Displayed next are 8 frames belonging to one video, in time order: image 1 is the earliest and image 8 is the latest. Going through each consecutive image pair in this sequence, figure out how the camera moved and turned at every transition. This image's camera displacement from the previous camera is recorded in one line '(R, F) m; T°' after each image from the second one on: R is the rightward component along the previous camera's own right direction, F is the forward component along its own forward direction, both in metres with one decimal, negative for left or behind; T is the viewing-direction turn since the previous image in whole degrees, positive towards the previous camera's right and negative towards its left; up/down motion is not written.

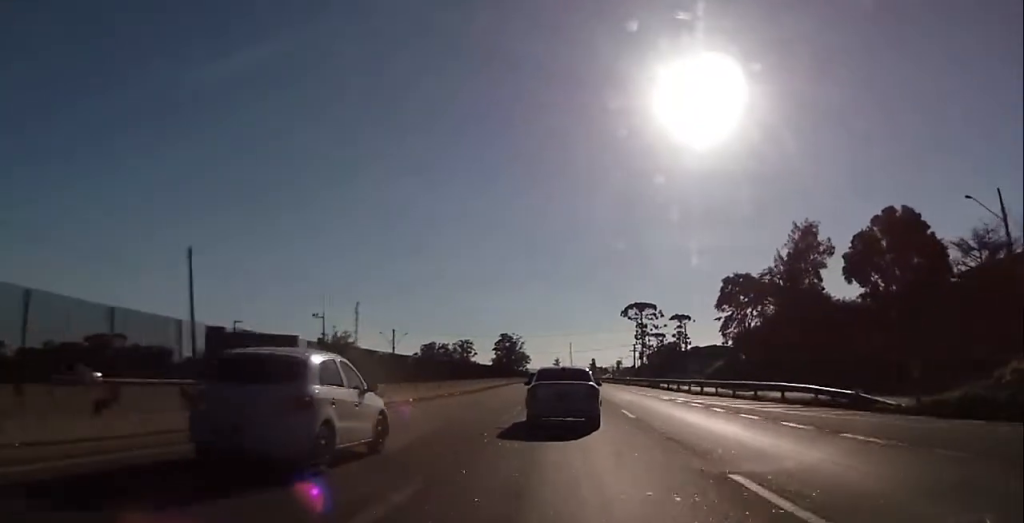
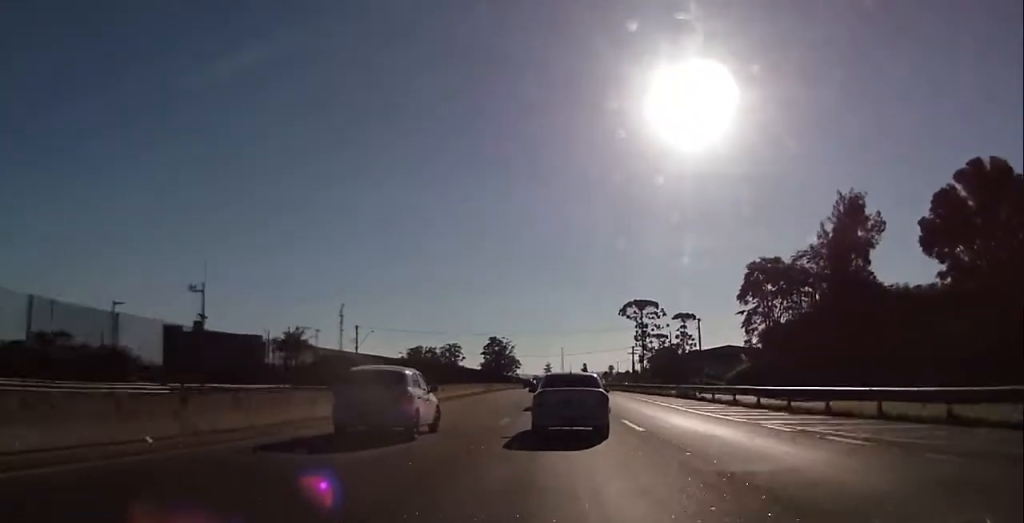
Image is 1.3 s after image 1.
(0.0, +19.6) m; 0°
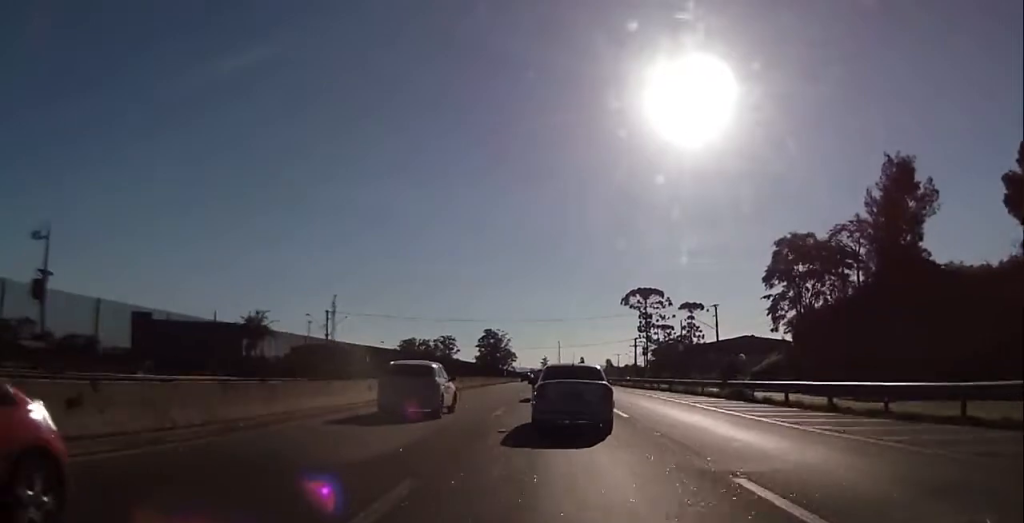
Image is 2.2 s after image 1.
(0.0, +13.5) m; 0°
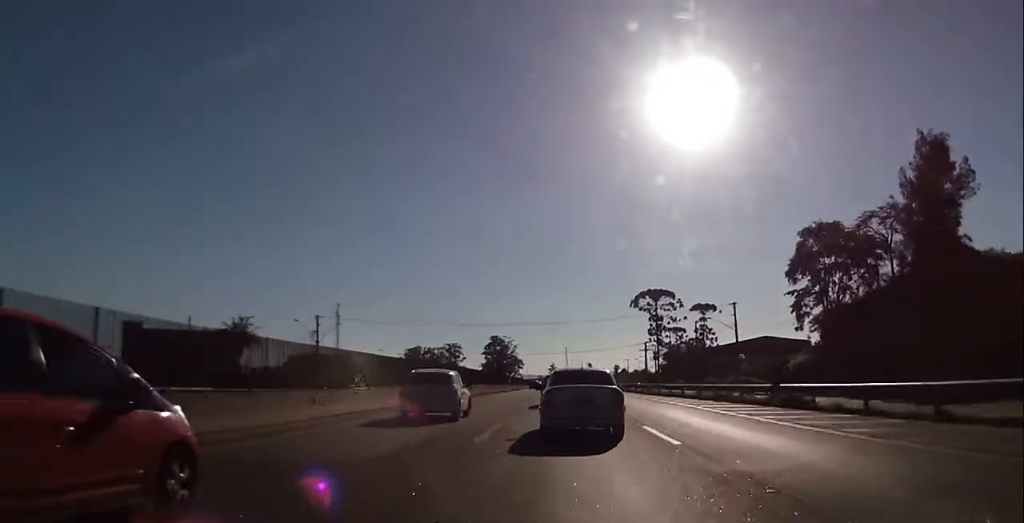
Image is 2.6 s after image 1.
(0.0, +6.7) m; 0°
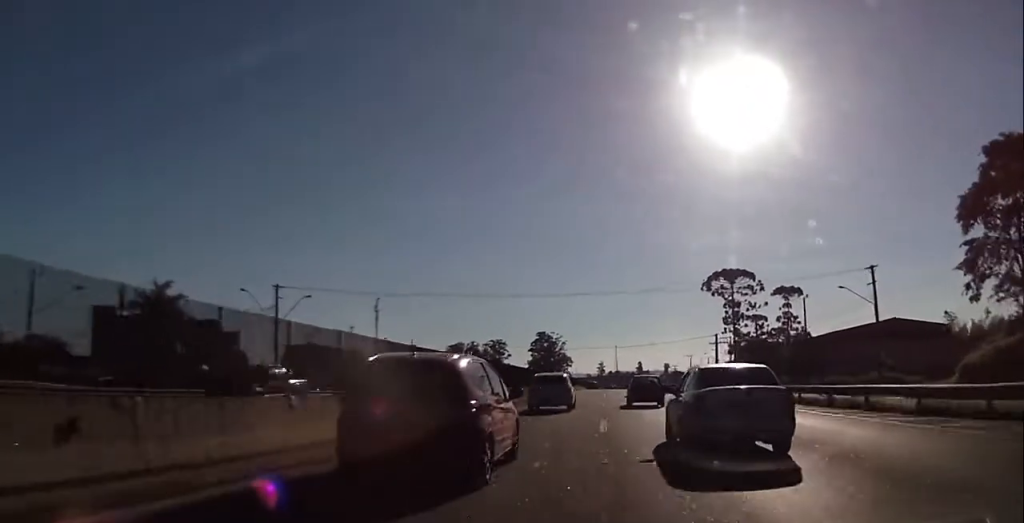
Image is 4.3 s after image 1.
(-0.4, +27.8) m; -2°
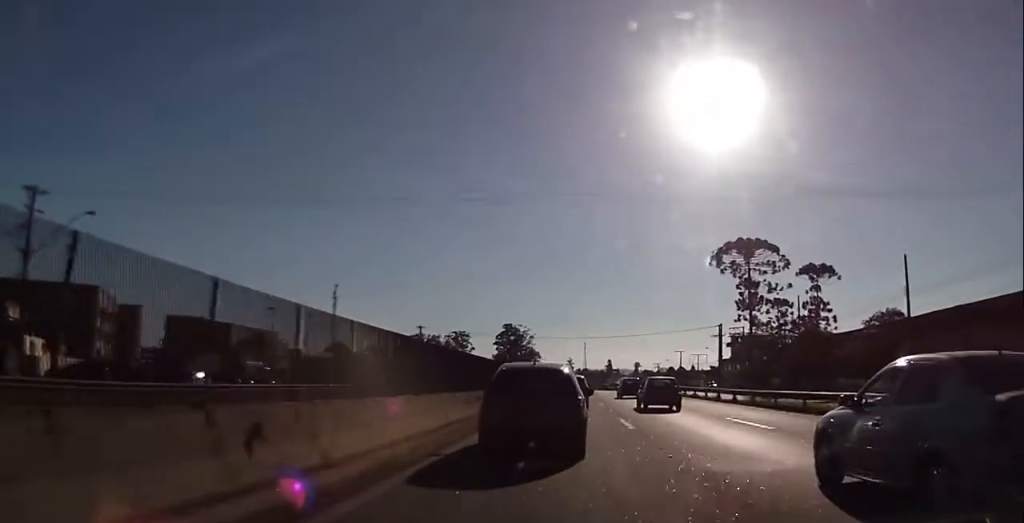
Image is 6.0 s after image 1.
(+0.1, +29.6) m; +1°
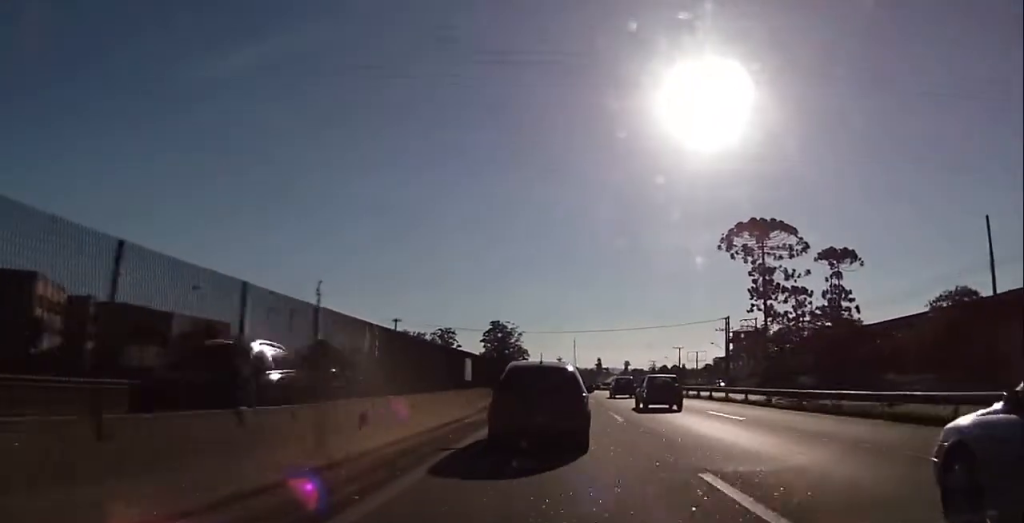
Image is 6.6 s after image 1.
(0.0, +12.5) m; 0°
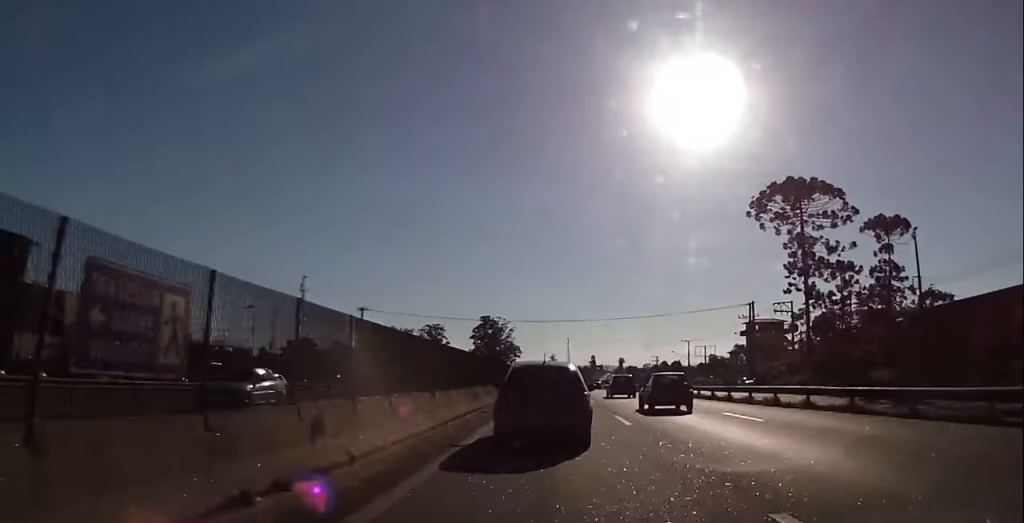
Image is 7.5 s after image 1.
(0.0, +17.7) m; 0°
